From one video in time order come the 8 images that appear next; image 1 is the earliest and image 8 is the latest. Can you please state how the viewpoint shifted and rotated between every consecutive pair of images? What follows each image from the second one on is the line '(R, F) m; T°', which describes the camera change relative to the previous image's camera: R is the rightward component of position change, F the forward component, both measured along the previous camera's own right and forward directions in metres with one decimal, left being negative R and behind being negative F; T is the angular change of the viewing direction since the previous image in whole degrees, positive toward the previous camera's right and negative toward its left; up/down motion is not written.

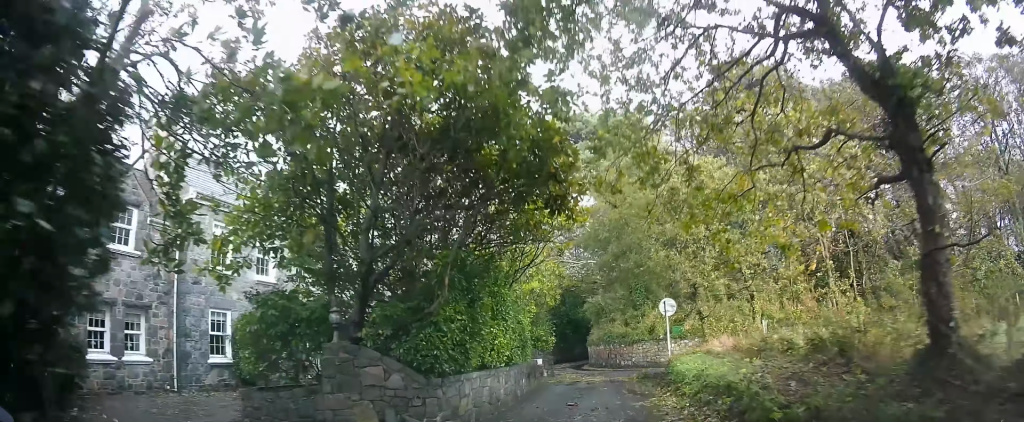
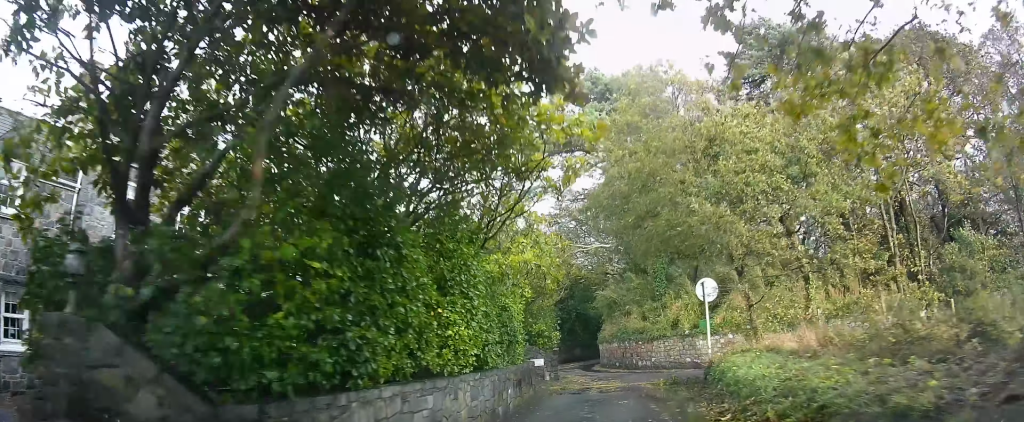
(-0.1, +4.1) m; 0°
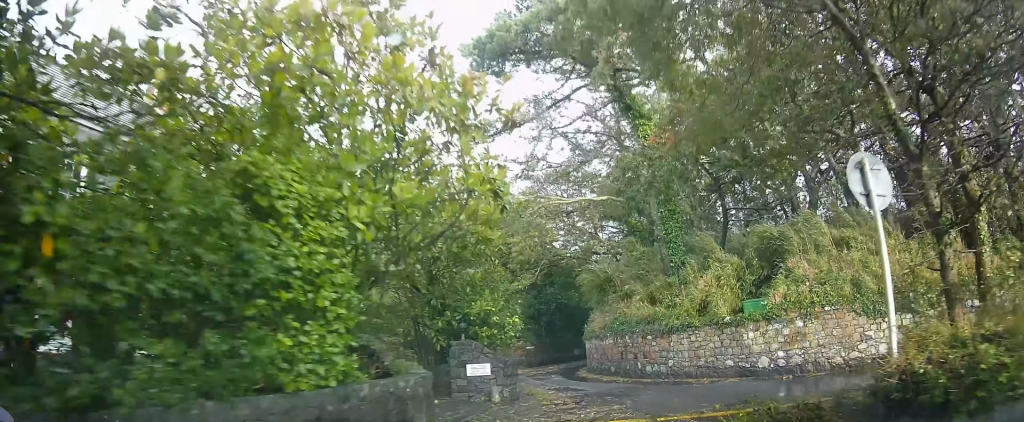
(+1.3, +7.0) m; +15°
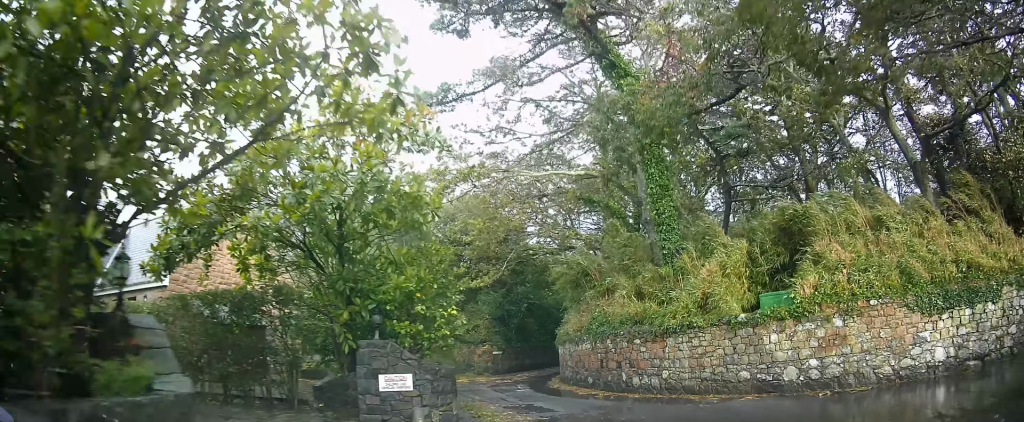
(+0.2, +3.2) m; +2°
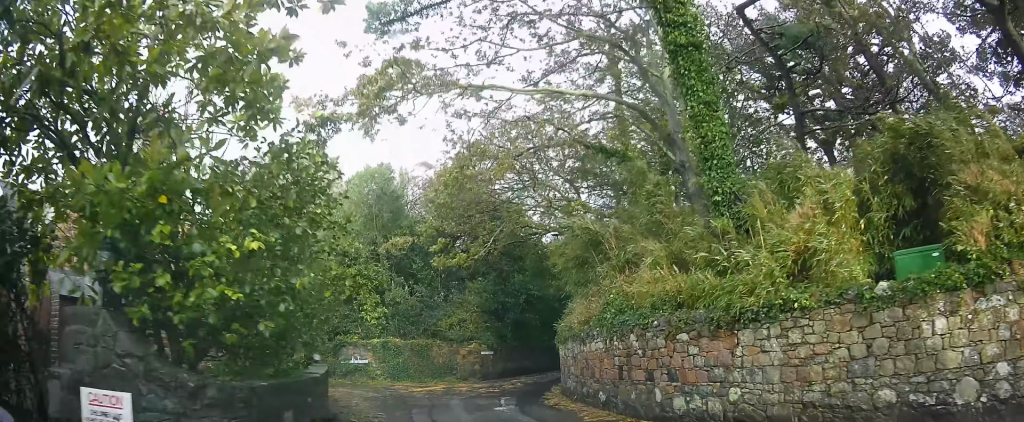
(+0.3, +6.4) m; +14°
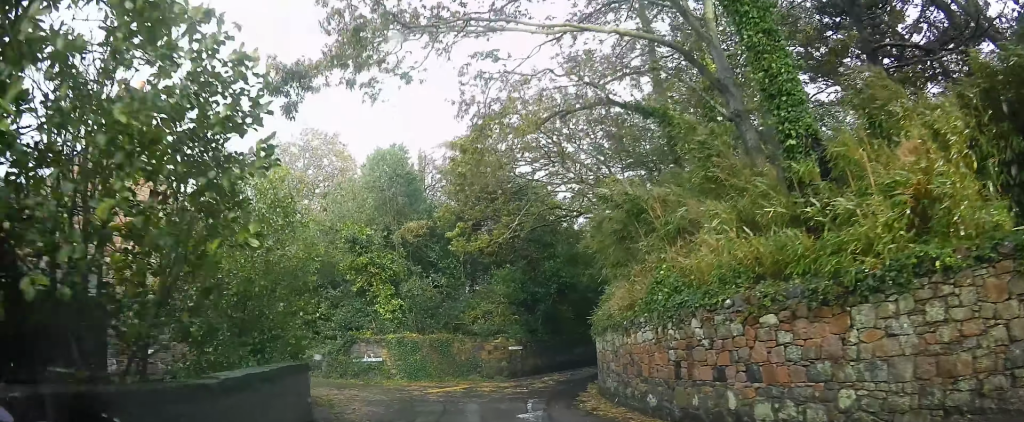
(+0.3, +2.9) m; +2°
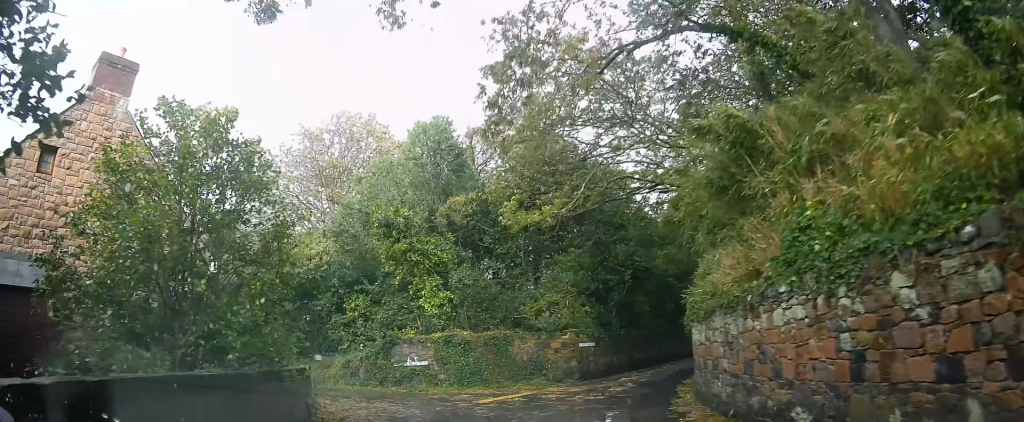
(-0.1, +3.8) m; -12°
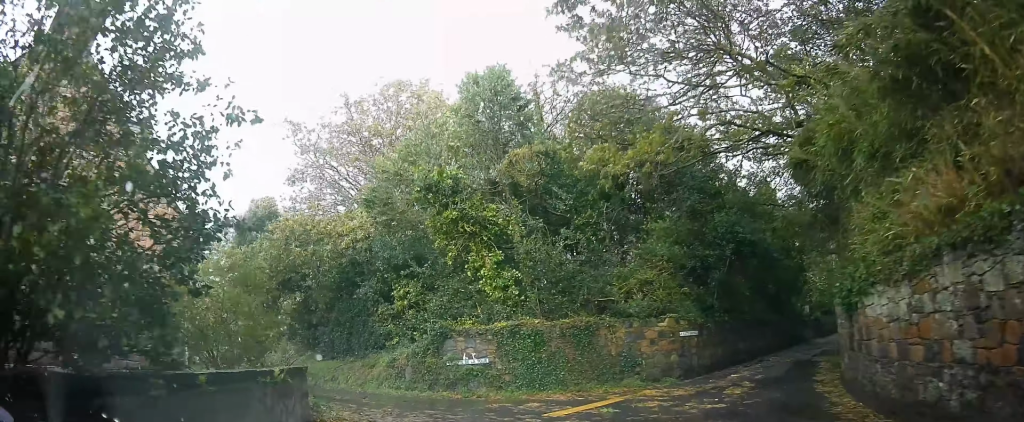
(-0.8, +3.9) m; -16°
